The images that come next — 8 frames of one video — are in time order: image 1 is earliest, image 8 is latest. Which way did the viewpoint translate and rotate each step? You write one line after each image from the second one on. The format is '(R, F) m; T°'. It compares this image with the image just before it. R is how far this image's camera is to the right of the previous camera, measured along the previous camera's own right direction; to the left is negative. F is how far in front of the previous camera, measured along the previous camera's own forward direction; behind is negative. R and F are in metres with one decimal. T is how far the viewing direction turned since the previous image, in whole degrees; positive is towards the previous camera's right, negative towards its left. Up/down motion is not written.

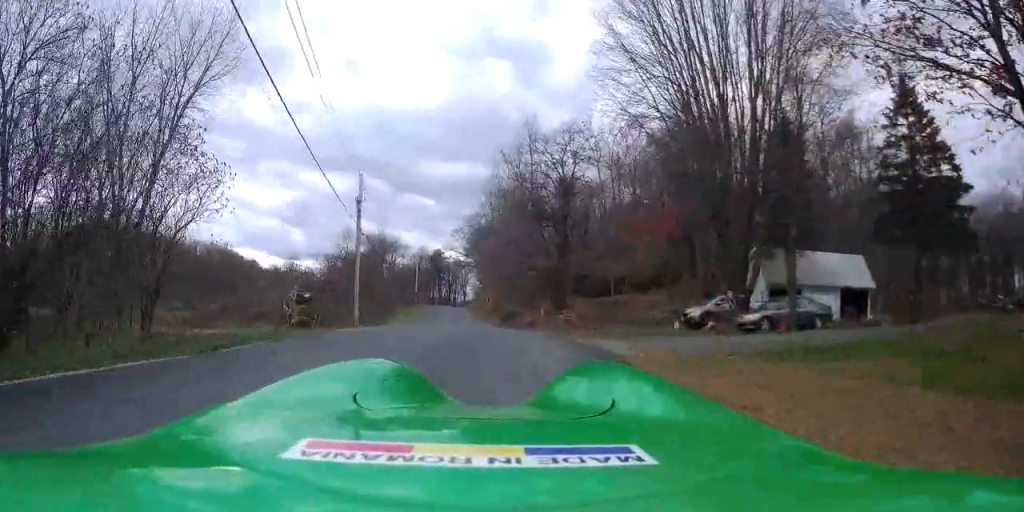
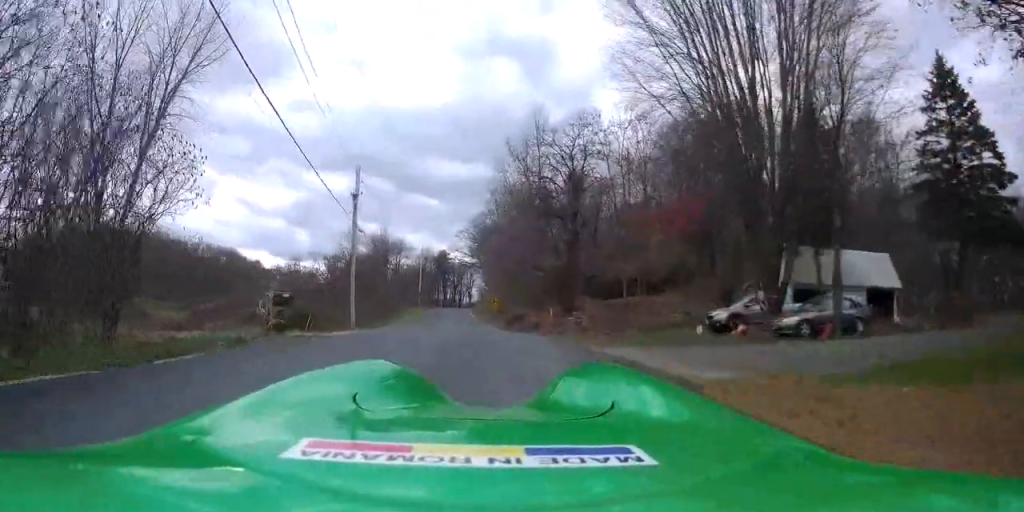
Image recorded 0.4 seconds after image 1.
(0.0, +2.7) m; 0°
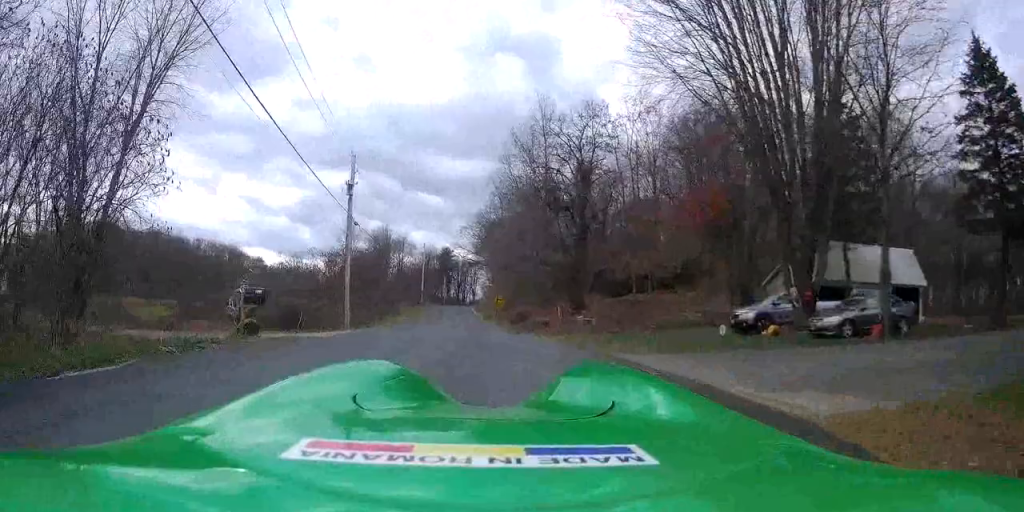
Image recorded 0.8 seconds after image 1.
(0.0, +2.7) m; -1°
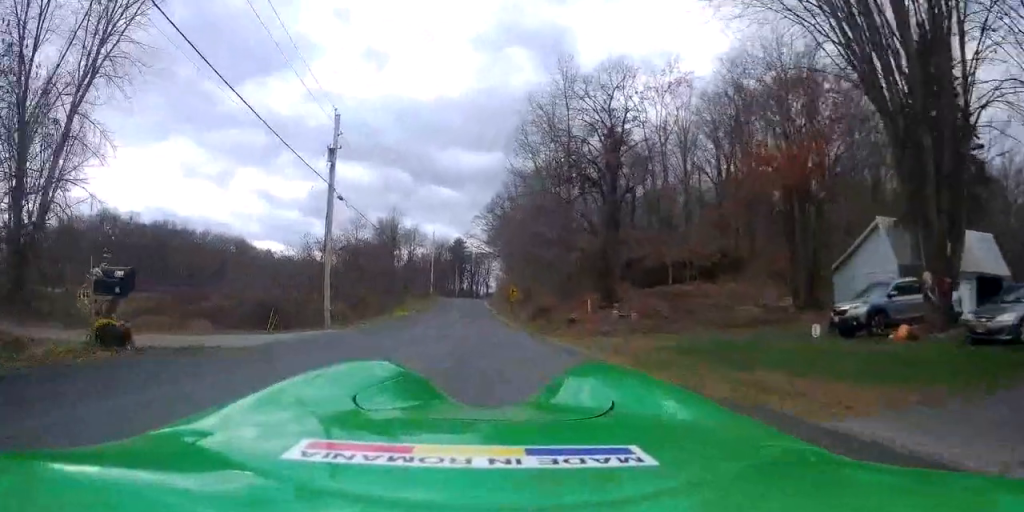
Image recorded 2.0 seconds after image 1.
(-0.2, +7.0) m; -3°
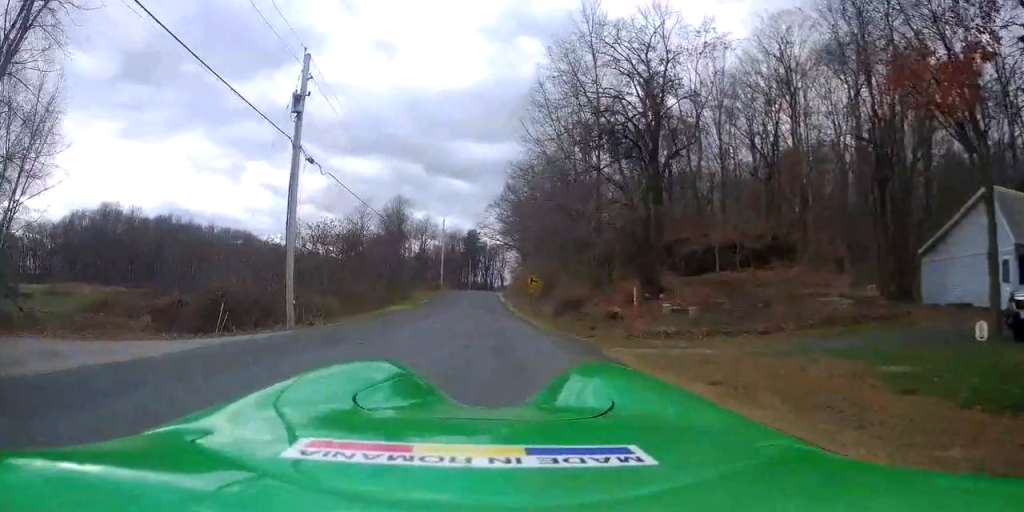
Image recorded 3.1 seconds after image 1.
(-0.1, +7.2) m; +2°
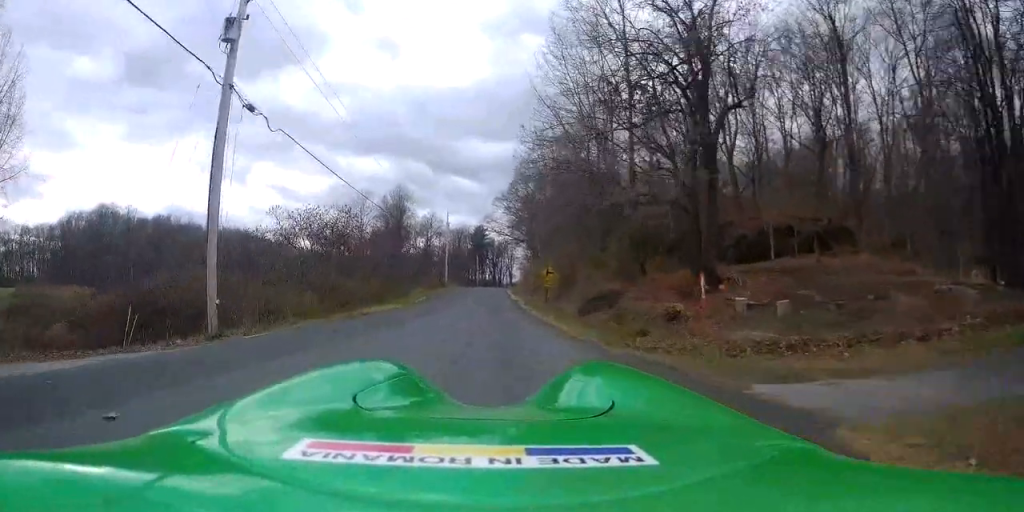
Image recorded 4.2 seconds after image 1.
(+0.2, +6.9) m; +2°
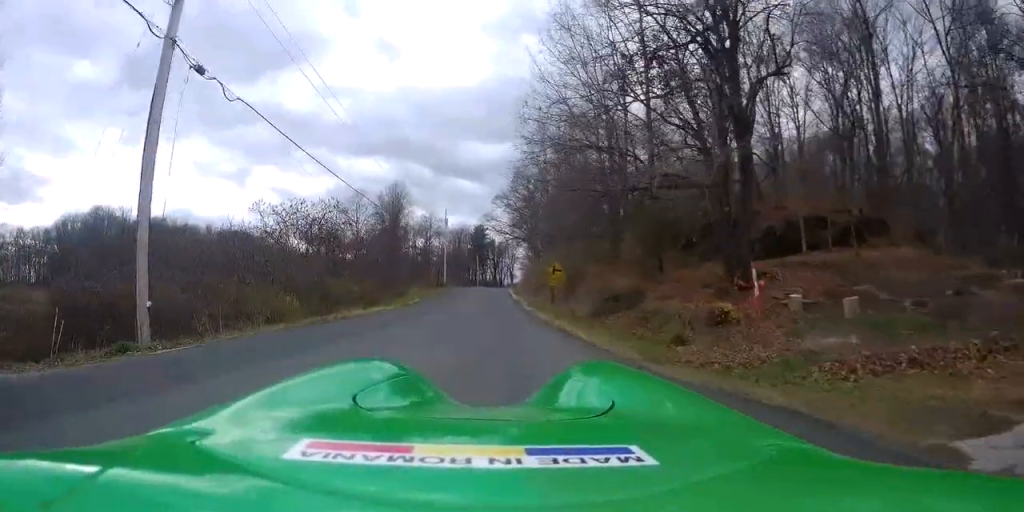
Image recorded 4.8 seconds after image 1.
(0.0, +3.5) m; 0°
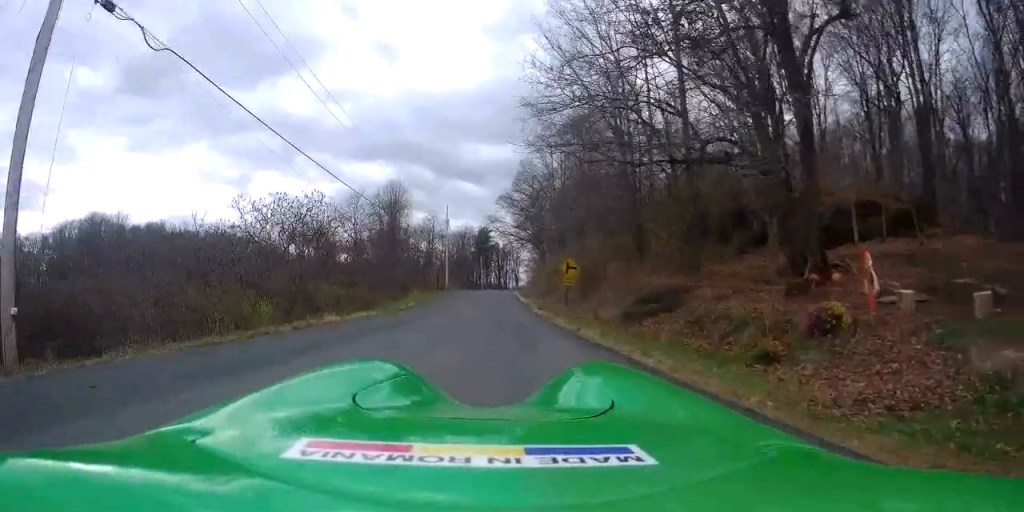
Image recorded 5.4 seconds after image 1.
(0.0, +4.5) m; +1°
